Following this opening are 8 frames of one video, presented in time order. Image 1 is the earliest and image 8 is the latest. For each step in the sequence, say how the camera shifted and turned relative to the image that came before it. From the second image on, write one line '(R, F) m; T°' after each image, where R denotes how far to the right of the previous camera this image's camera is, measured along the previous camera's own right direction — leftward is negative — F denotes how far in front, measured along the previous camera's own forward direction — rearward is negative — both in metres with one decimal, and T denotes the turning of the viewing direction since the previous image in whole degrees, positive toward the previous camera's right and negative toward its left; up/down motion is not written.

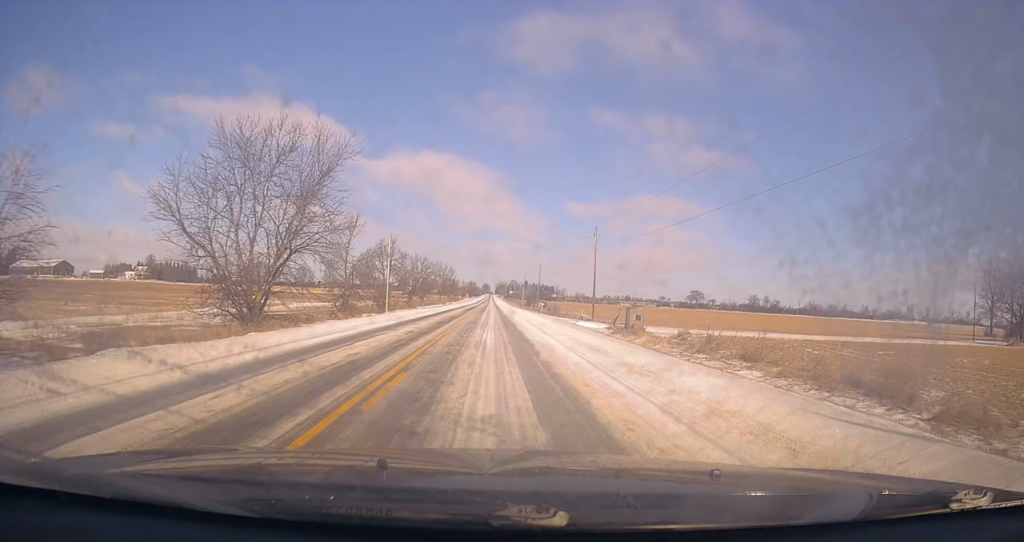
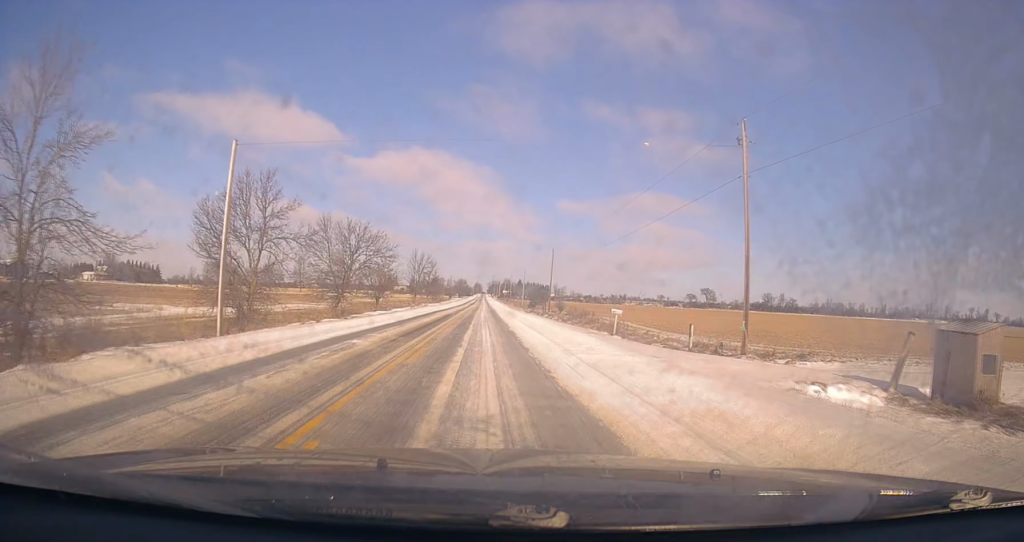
(-0.7, +41.4) m; +1°
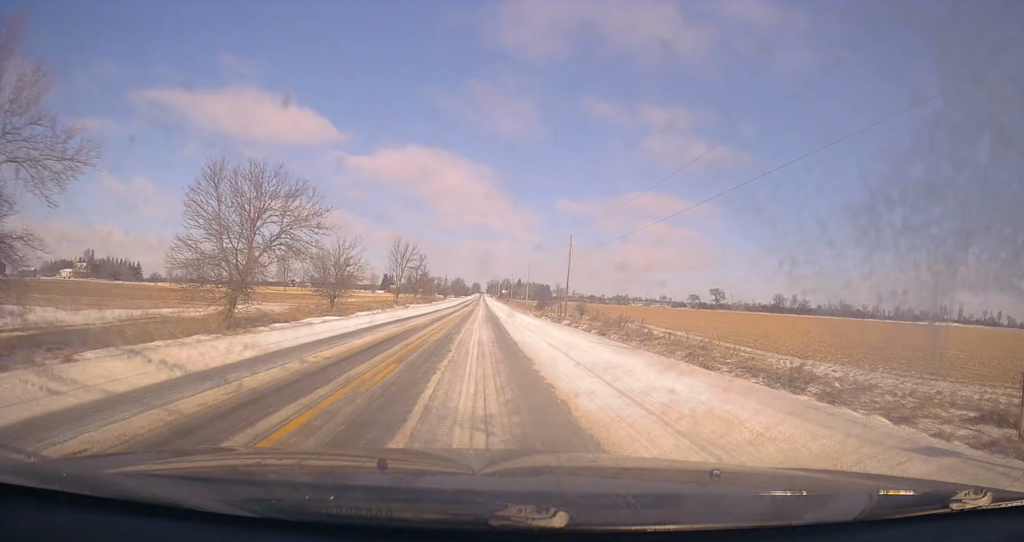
(+0.8, +21.3) m; +1°
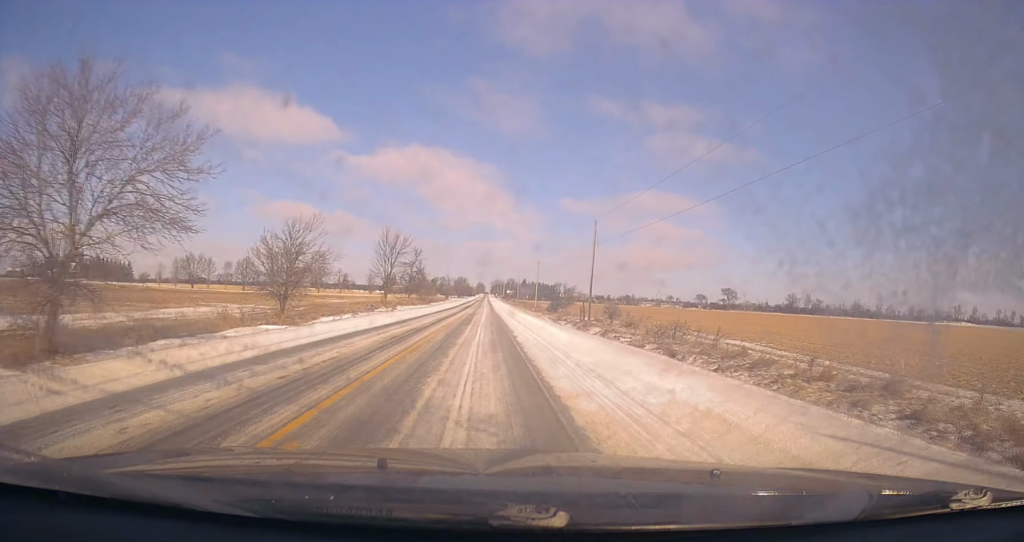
(0.0, +15.5) m; -1°
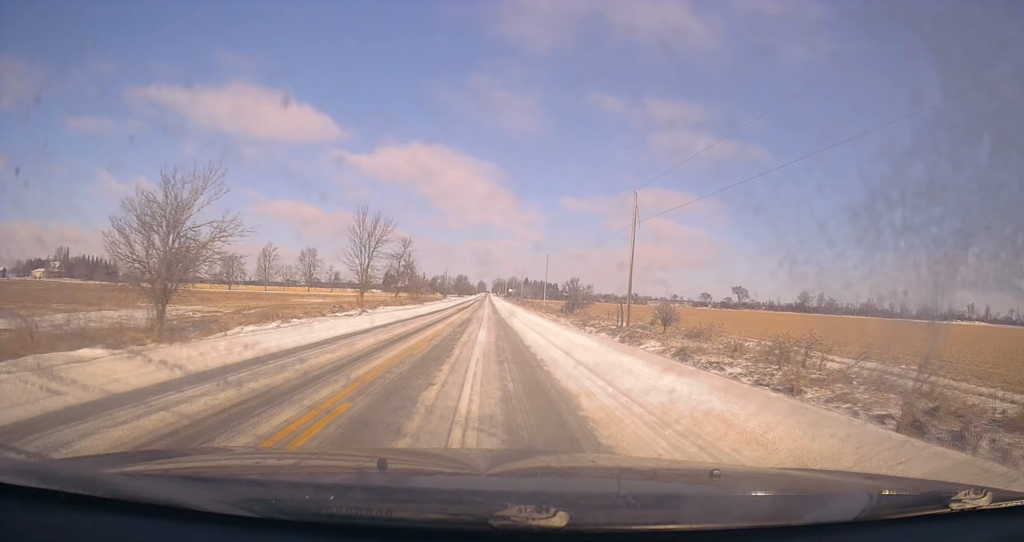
(-0.1, +16.3) m; -1°
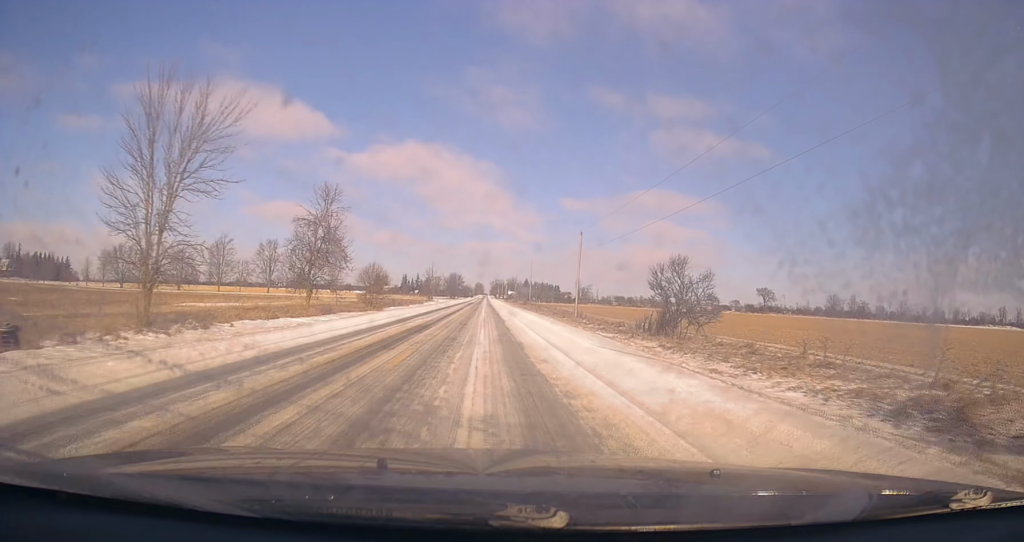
(-0.8, +42.8) m; 0°
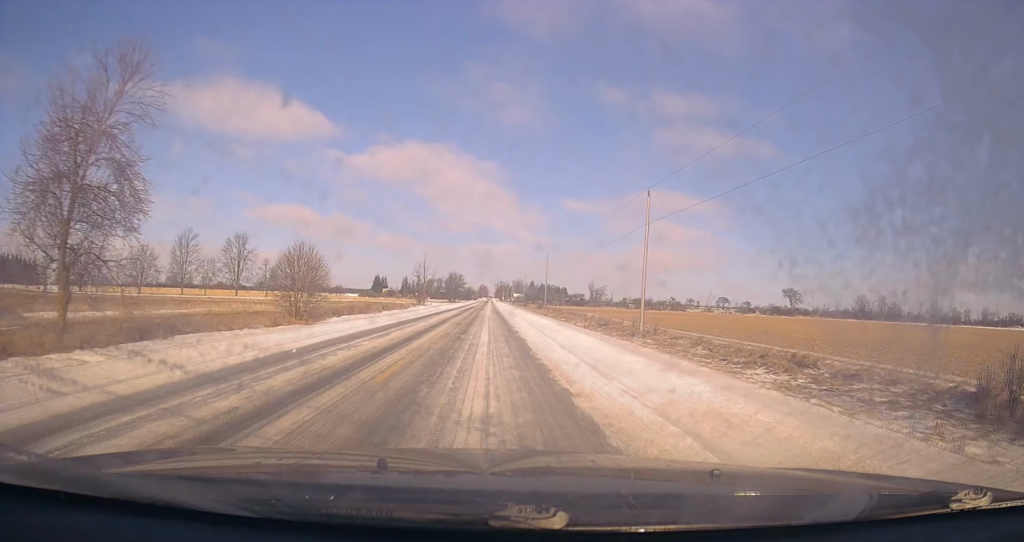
(+0.4, +29.6) m; +1°
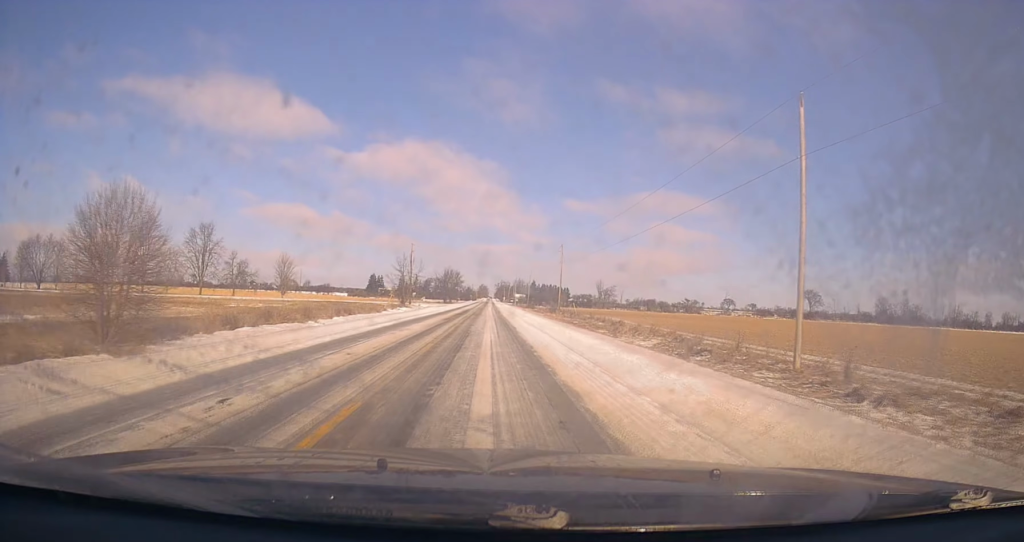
(+0.2, +22.6) m; -1°
